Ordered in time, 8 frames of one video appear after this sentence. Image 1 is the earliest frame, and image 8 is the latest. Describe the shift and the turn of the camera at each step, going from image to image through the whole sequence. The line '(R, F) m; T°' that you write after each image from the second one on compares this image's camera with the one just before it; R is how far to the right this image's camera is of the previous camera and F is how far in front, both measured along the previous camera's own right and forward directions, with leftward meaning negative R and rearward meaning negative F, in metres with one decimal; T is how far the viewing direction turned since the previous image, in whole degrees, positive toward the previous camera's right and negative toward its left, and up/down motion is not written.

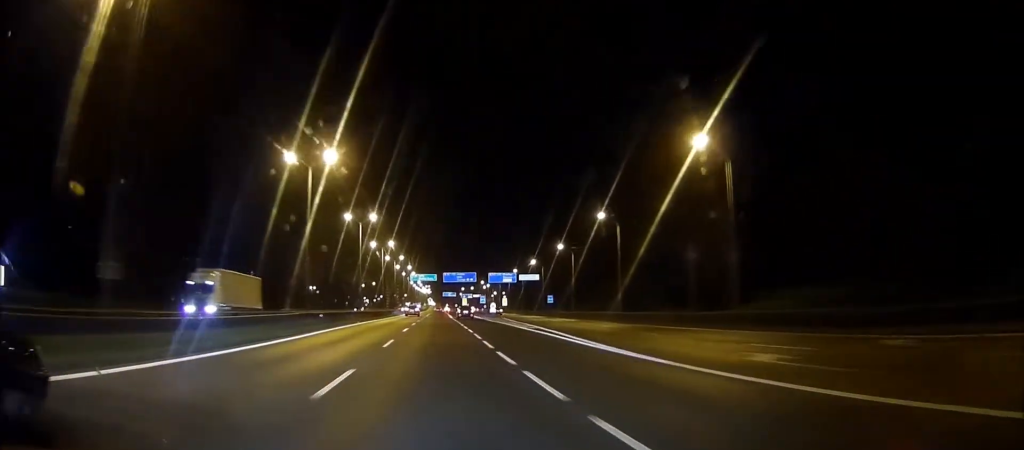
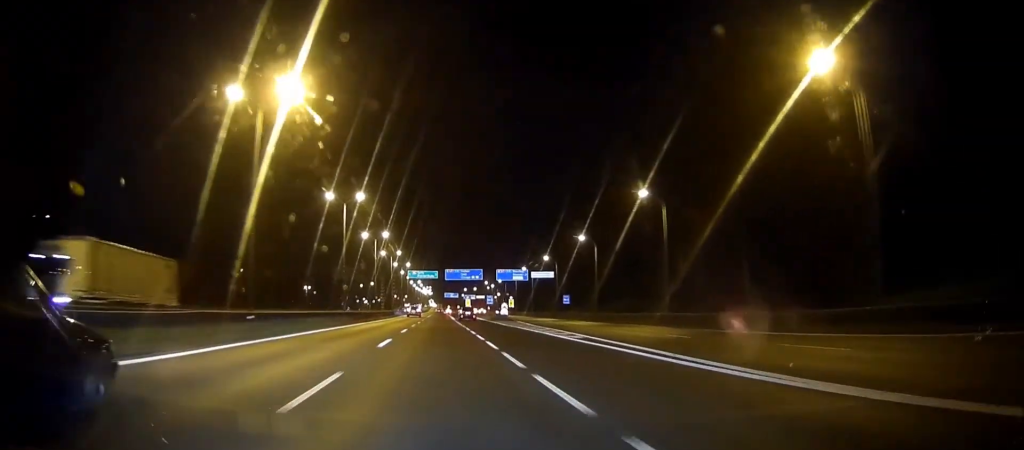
(-0.1, +13.8) m; 0°
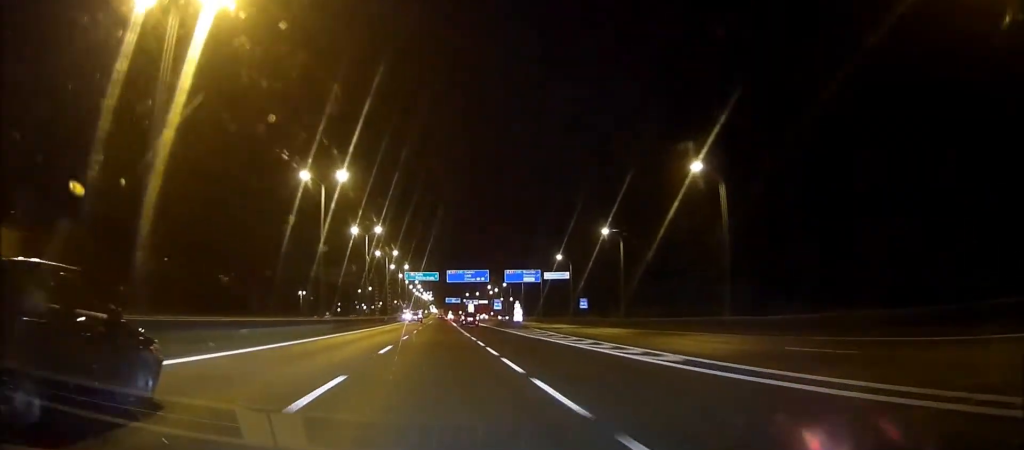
(+0.1, +11.9) m; 0°
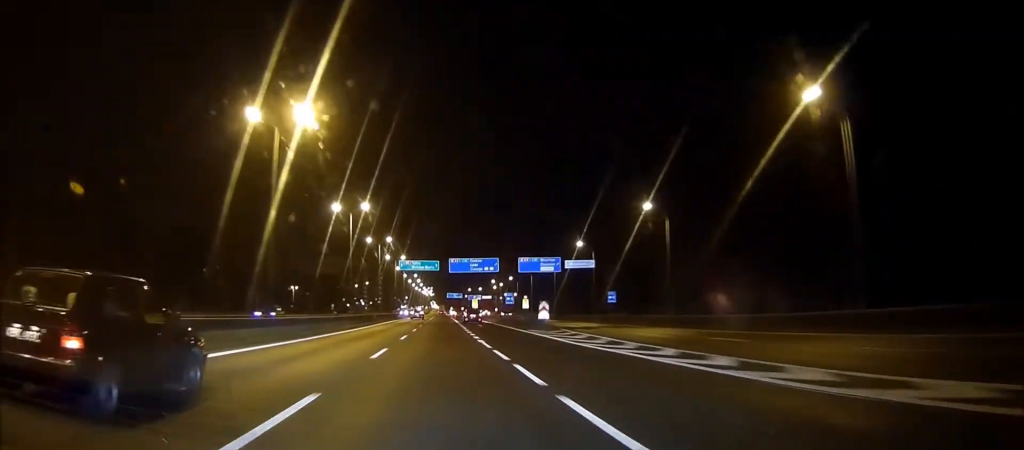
(+0.1, +14.8) m; 0°
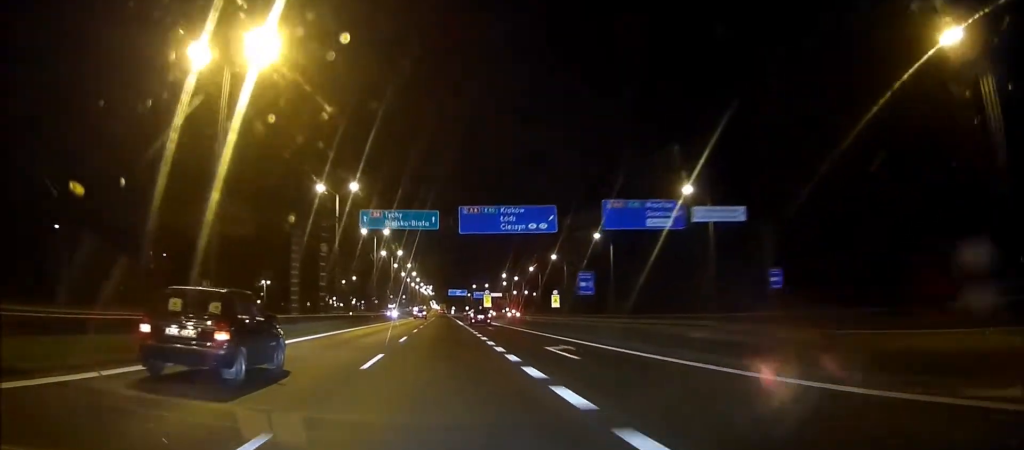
(-0.1, +39.4) m; 0°
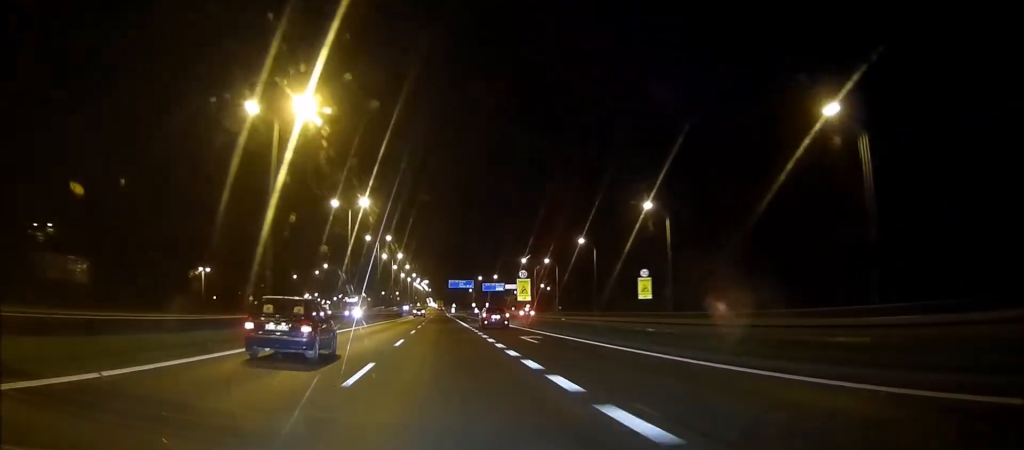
(+1.0, +50.9) m; 0°
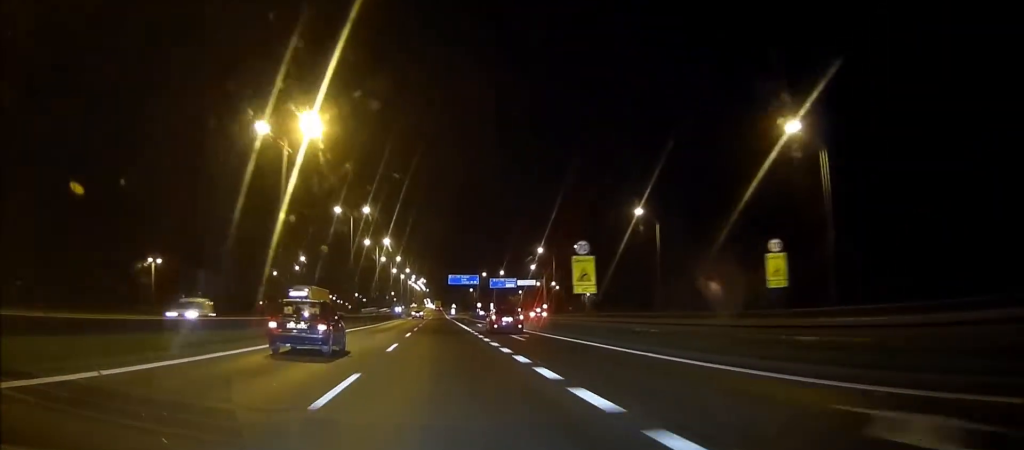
(-0.8, +26.5) m; -2°
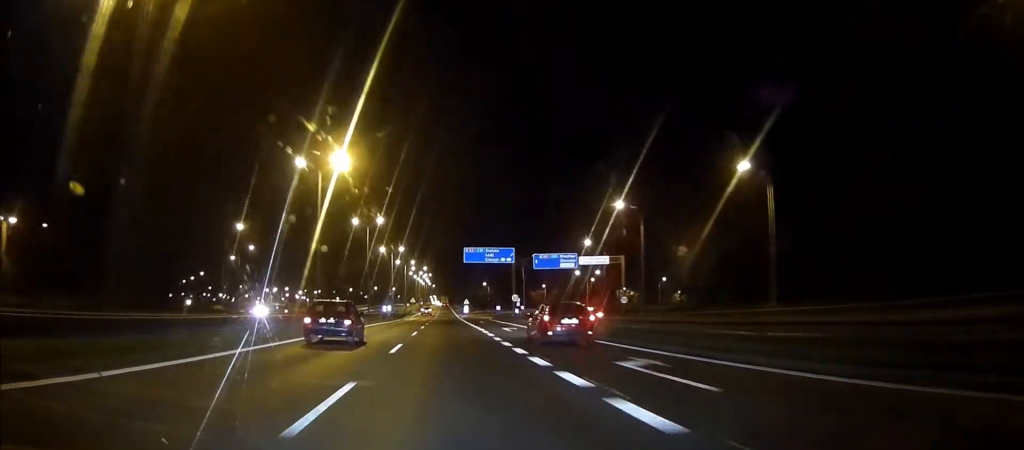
(+0.1, +50.0) m; +1°
